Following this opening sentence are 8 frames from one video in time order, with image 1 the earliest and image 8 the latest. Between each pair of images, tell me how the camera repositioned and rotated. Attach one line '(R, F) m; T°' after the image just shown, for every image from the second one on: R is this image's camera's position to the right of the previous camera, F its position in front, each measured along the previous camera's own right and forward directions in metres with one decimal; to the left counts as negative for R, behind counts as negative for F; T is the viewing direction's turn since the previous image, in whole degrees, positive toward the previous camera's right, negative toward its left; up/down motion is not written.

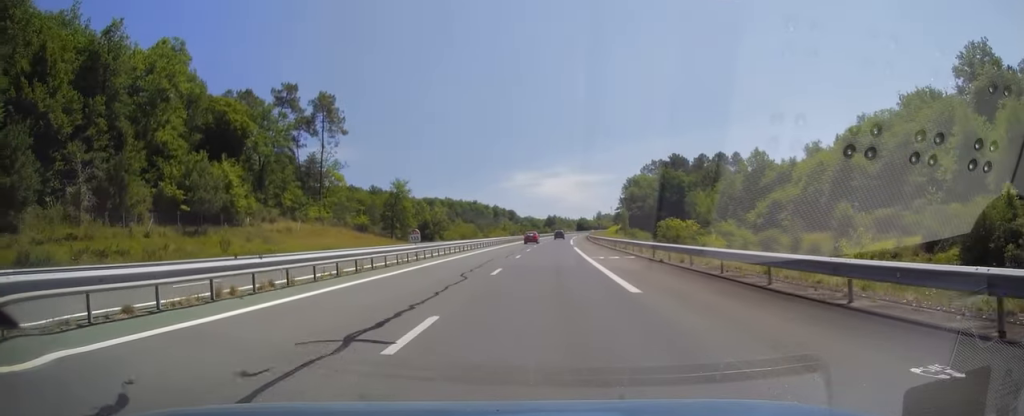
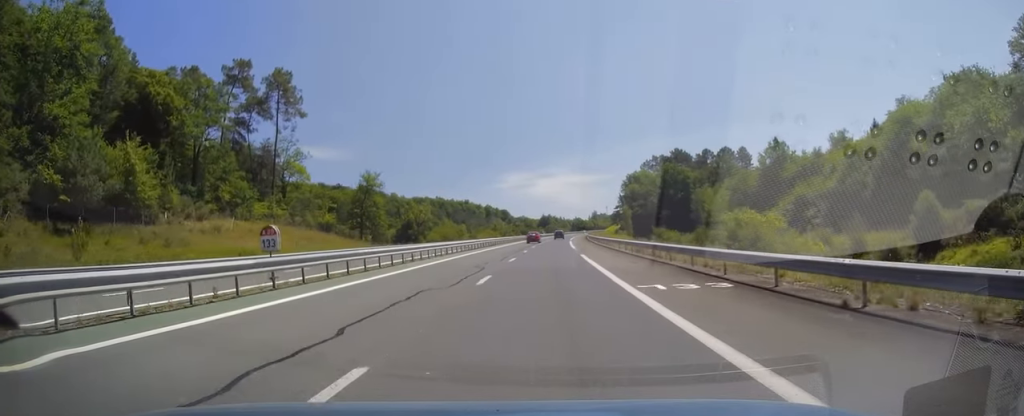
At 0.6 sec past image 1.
(+0.1, +16.6) m; +1°
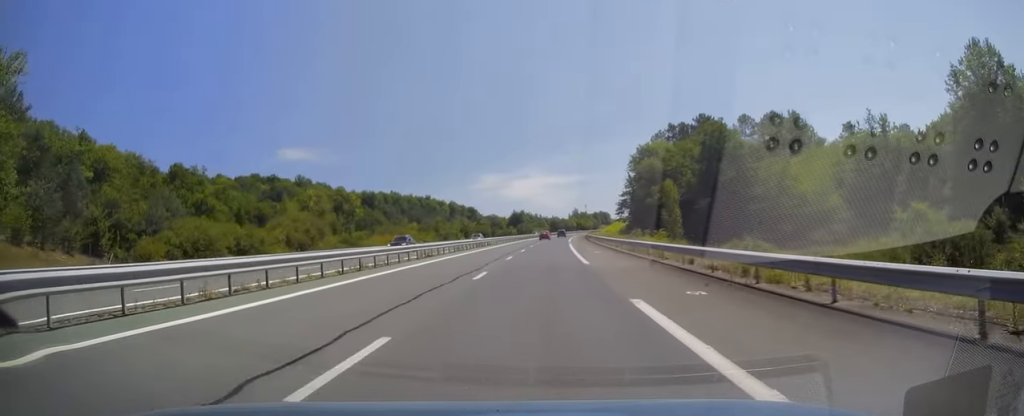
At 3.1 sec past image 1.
(+0.9, +75.2) m; +1°
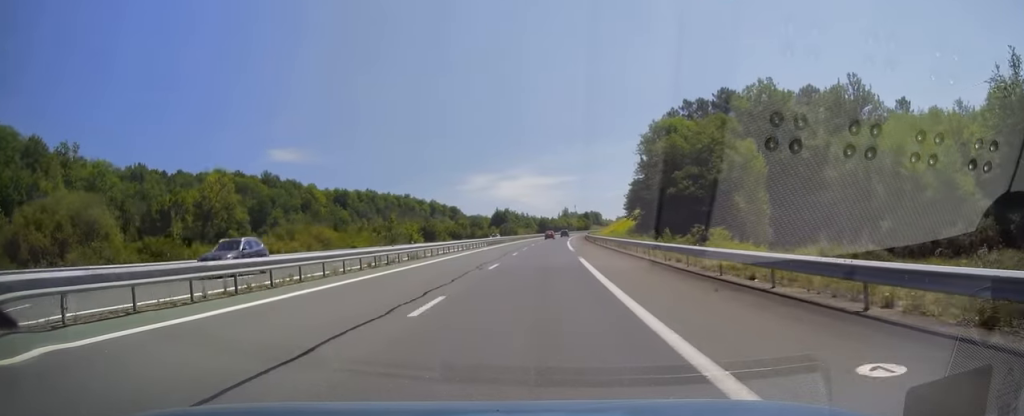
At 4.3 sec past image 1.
(+0.5, +33.3) m; +2°
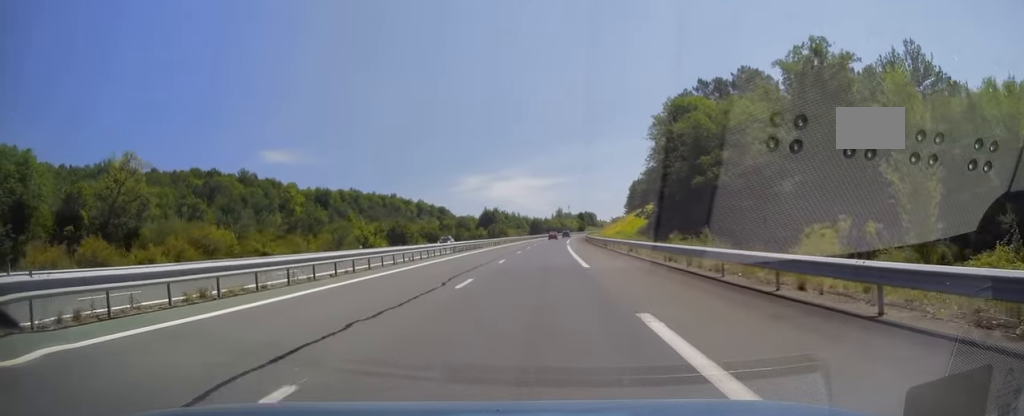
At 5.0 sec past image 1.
(+0.3, +20.5) m; +1°
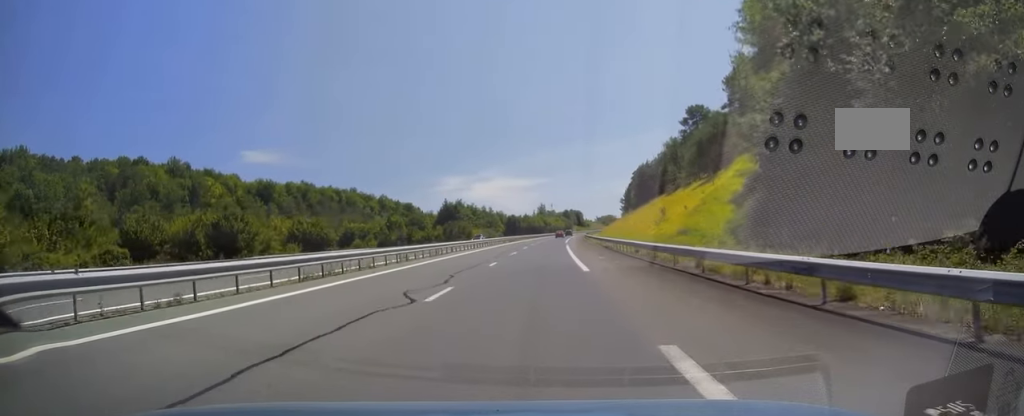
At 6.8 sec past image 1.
(+0.6, +54.4) m; +1°
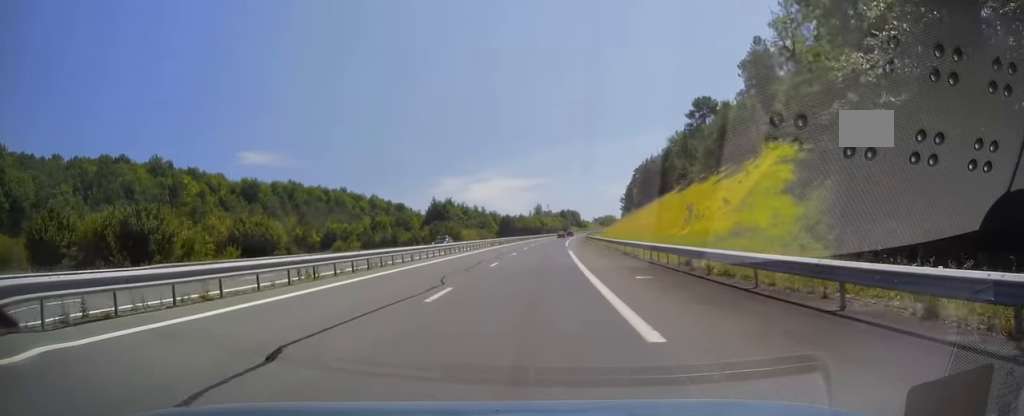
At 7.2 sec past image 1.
(-0.2, +12.7) m; 0°
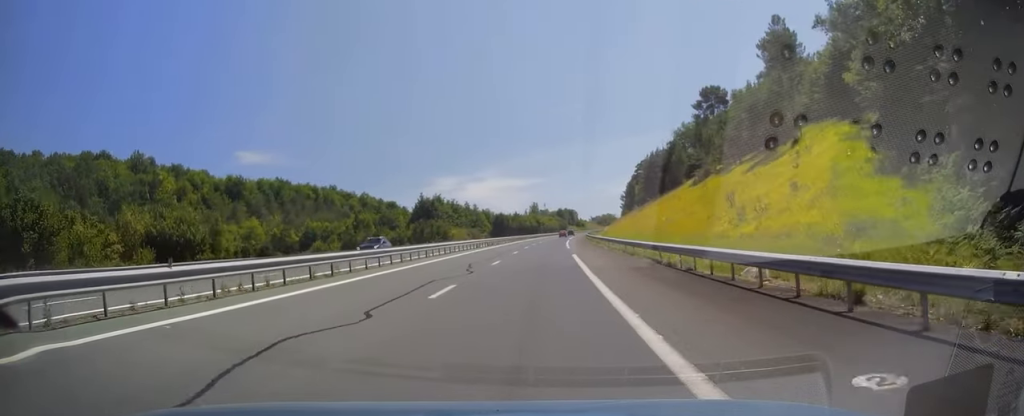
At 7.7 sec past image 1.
(+0.2, +12.2) m; +1°
